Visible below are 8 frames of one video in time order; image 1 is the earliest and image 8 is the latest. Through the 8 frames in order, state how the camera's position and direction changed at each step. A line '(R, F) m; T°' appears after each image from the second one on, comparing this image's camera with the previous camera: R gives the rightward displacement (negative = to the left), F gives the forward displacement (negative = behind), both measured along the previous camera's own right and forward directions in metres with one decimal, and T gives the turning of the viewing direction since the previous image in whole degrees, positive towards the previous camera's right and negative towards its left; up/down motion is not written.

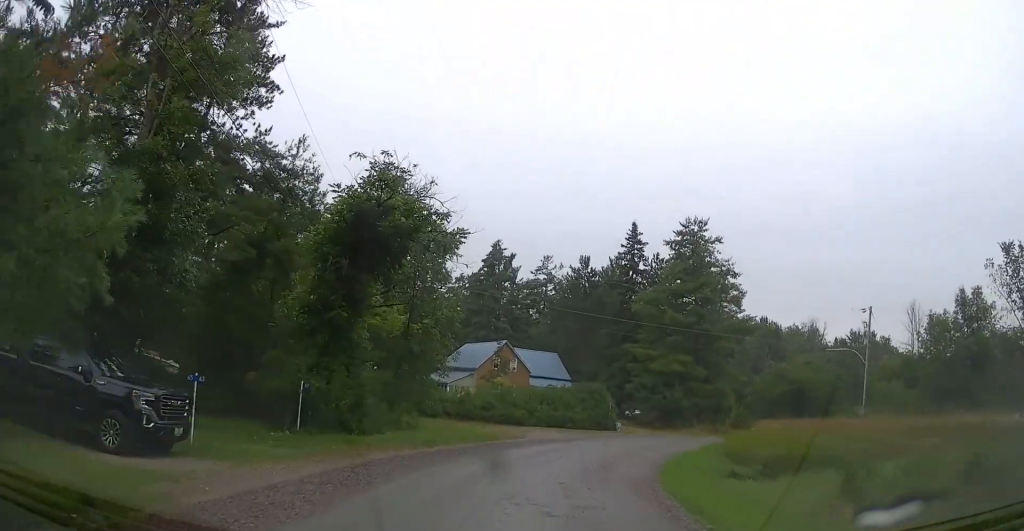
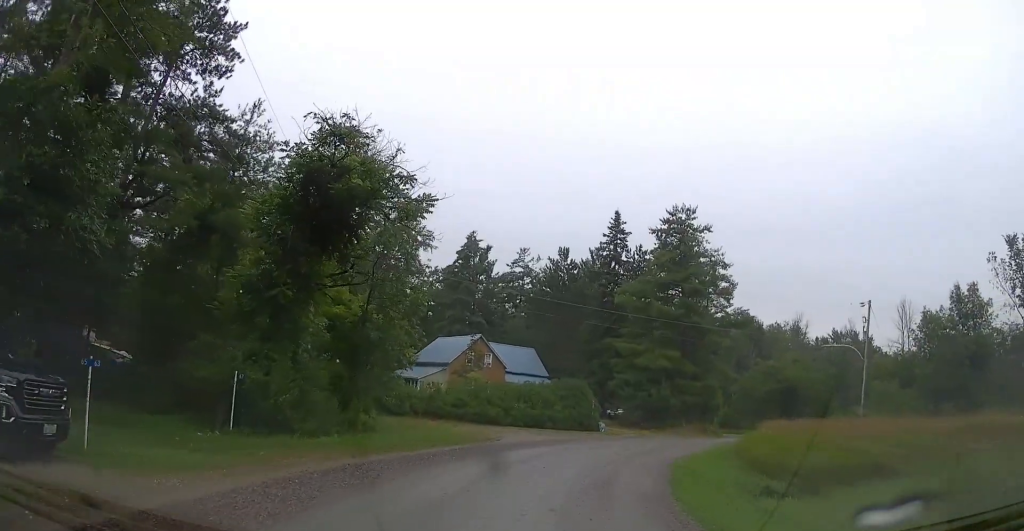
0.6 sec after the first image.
(+0.1, +3.8) m; +3°
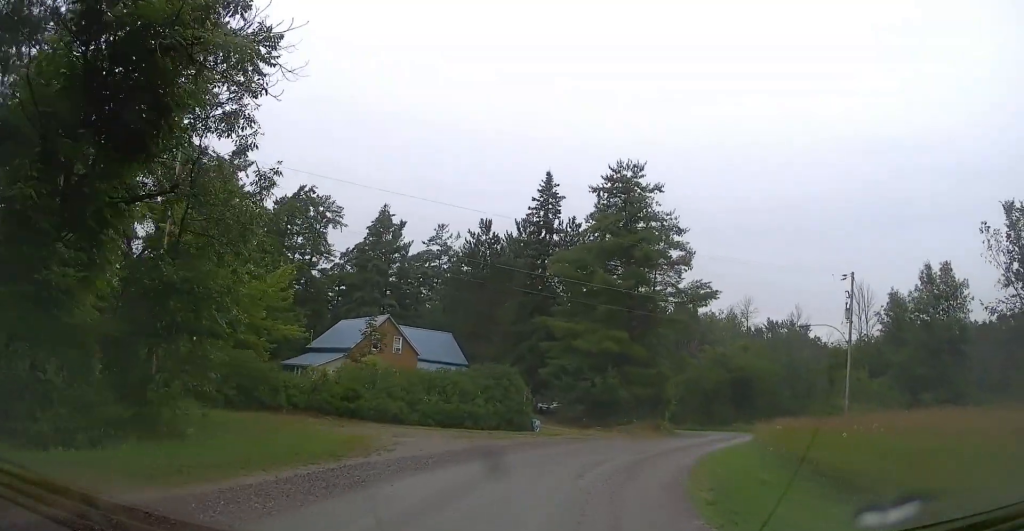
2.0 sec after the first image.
(+1.0, +9.5) m; +7°
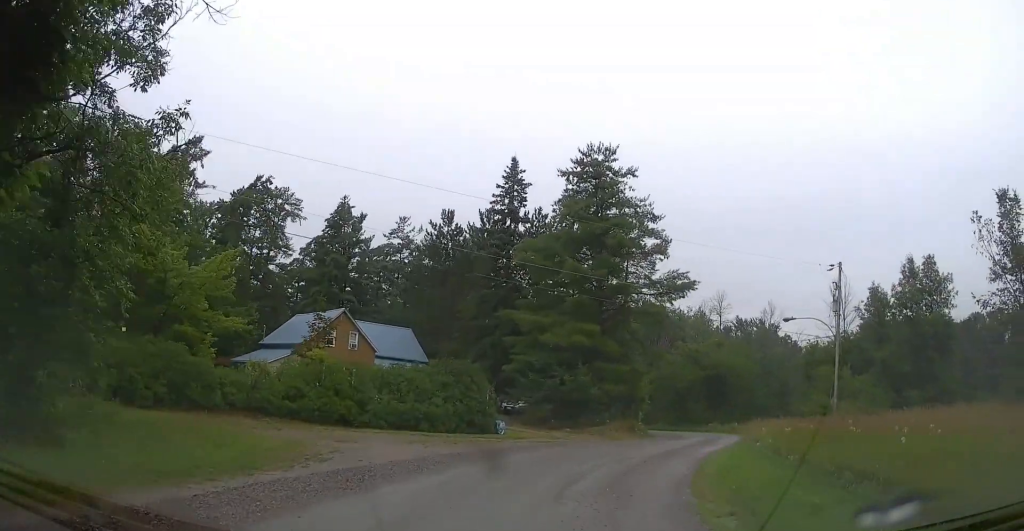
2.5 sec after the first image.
(0.0, +3.3) m; +1°
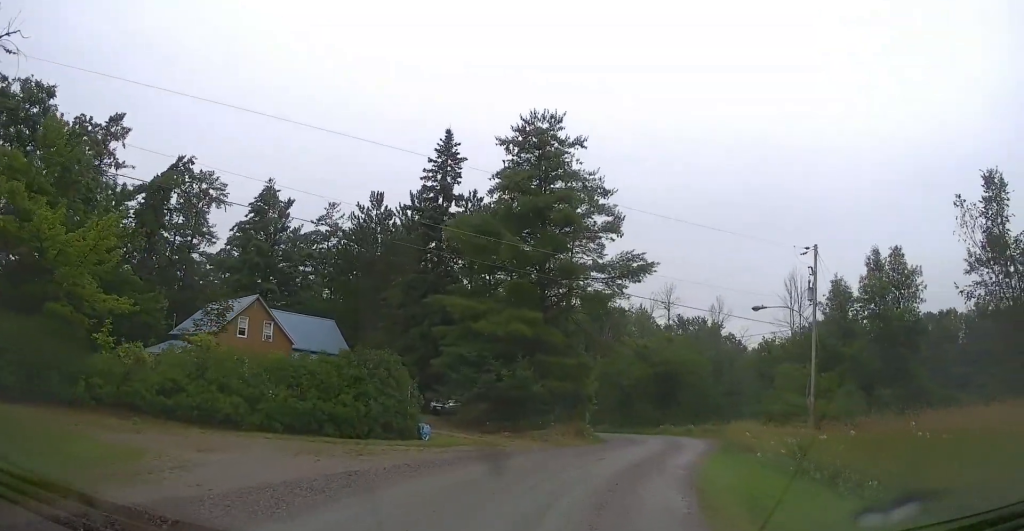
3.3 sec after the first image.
(-0.1, +5.4) m; +3°
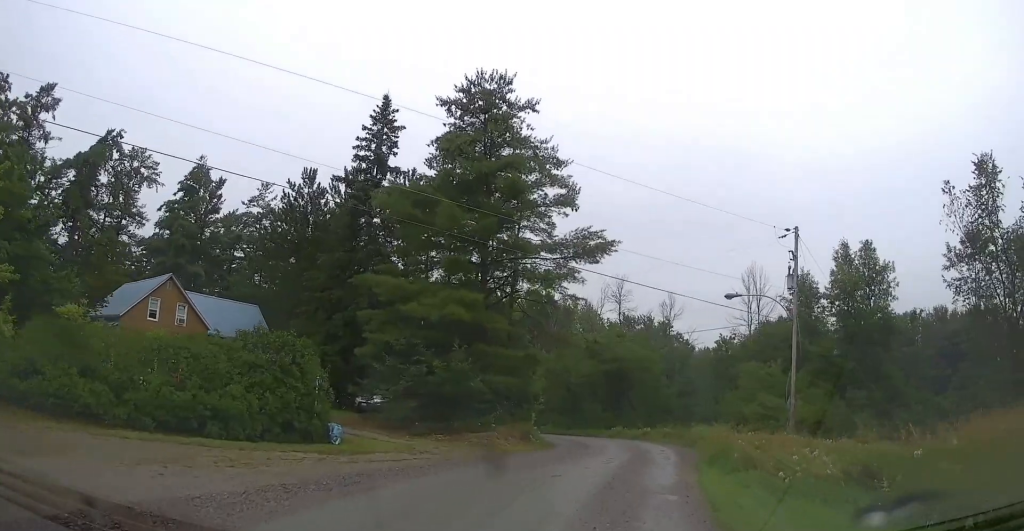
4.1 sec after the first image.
(+0.3, +5.0) m; +6°
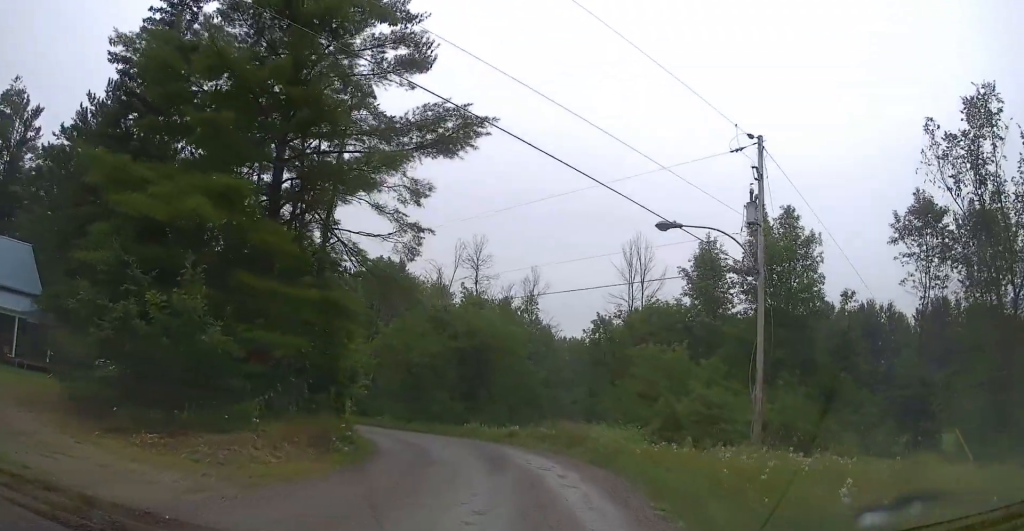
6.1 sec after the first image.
(+1.6, +12.0) m; +16°
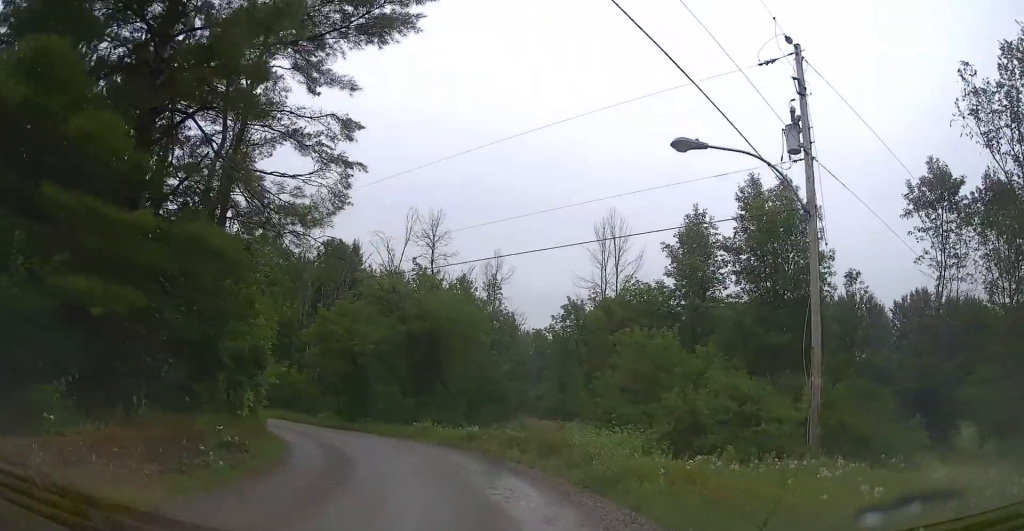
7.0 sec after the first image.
(+0.5, +5.8) m; +5°
